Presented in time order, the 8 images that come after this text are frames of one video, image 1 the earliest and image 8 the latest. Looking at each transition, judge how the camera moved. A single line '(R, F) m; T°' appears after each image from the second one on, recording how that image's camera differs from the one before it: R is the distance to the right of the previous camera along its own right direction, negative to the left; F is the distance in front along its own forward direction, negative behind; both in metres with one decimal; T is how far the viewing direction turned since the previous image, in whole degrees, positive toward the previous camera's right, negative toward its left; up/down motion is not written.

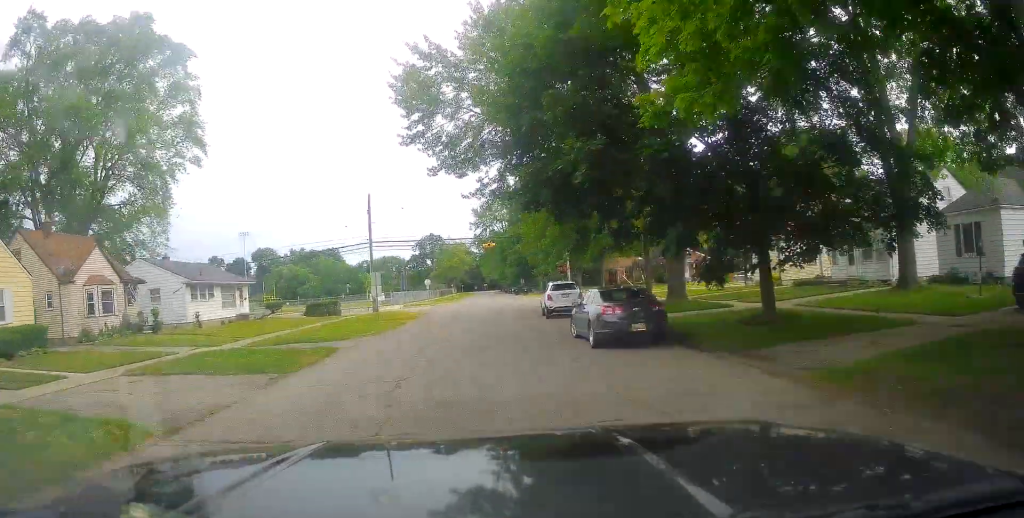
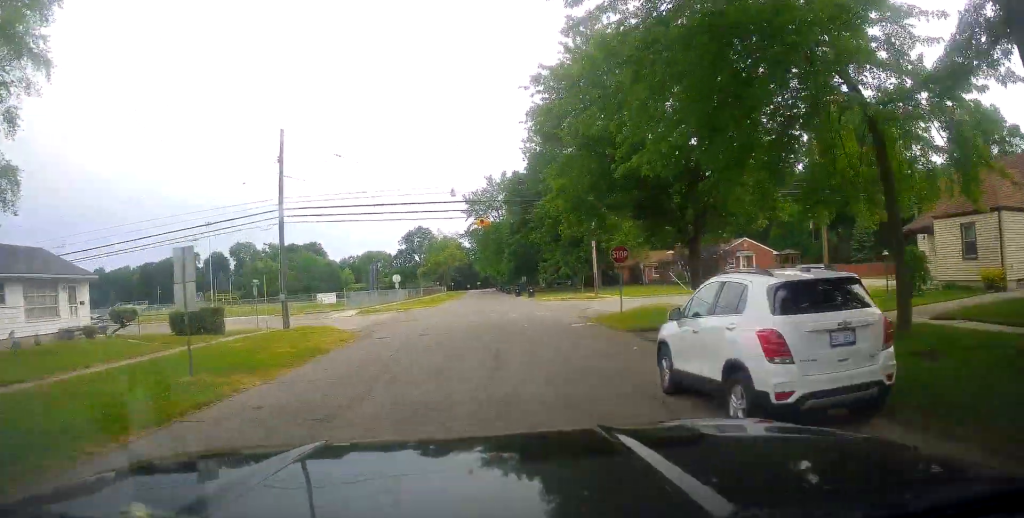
(+0.5, +22.2) m; +2°
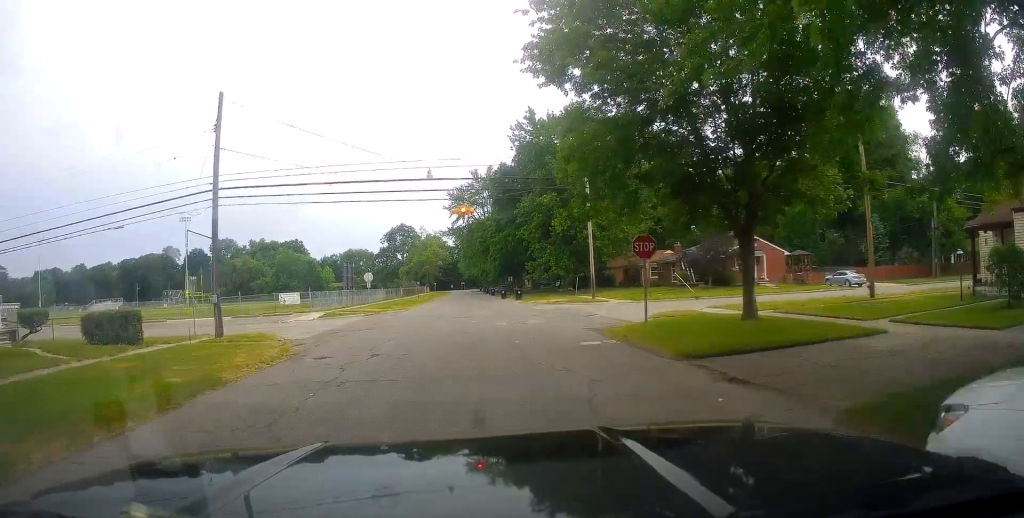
(0.0, +6.4) m; 0°
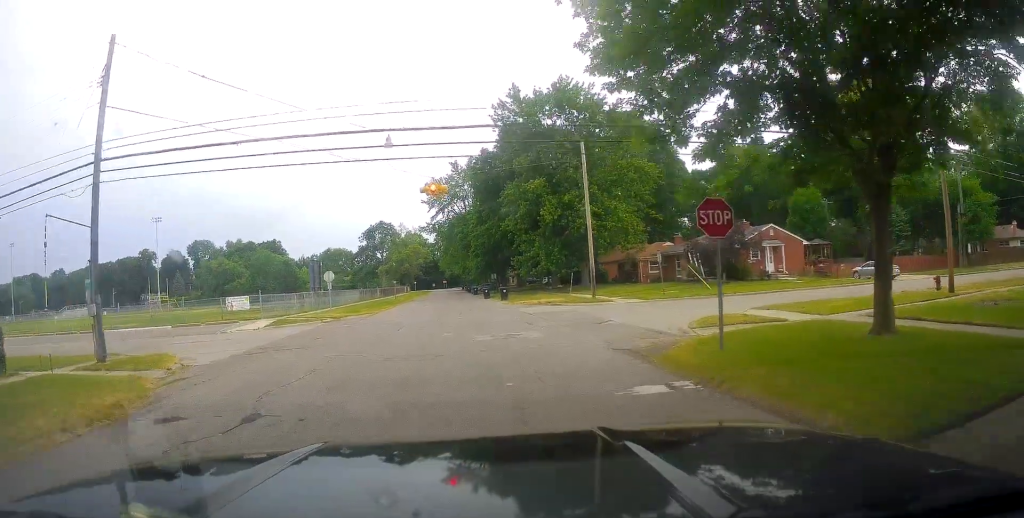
(0.0, +7.9) m; 0°
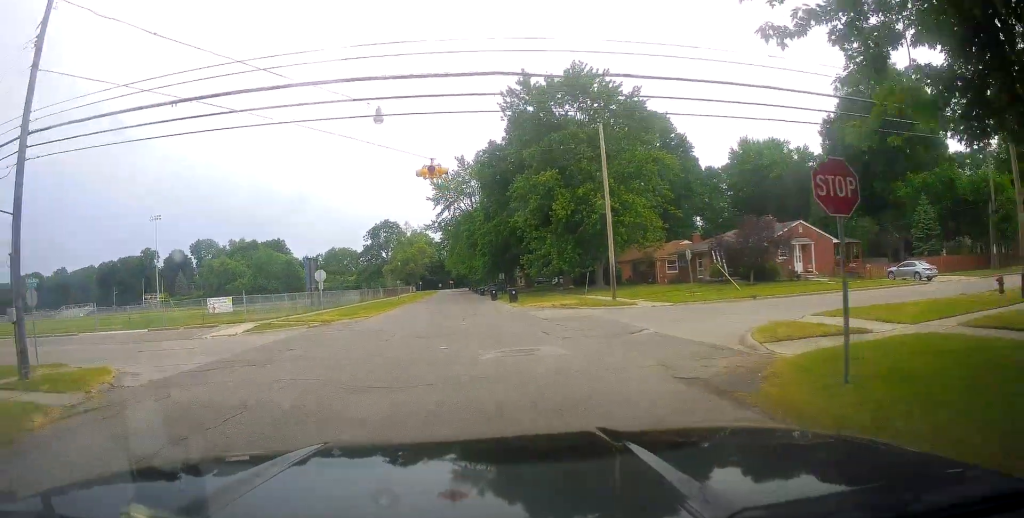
(0.0, +4.5) m; 0°
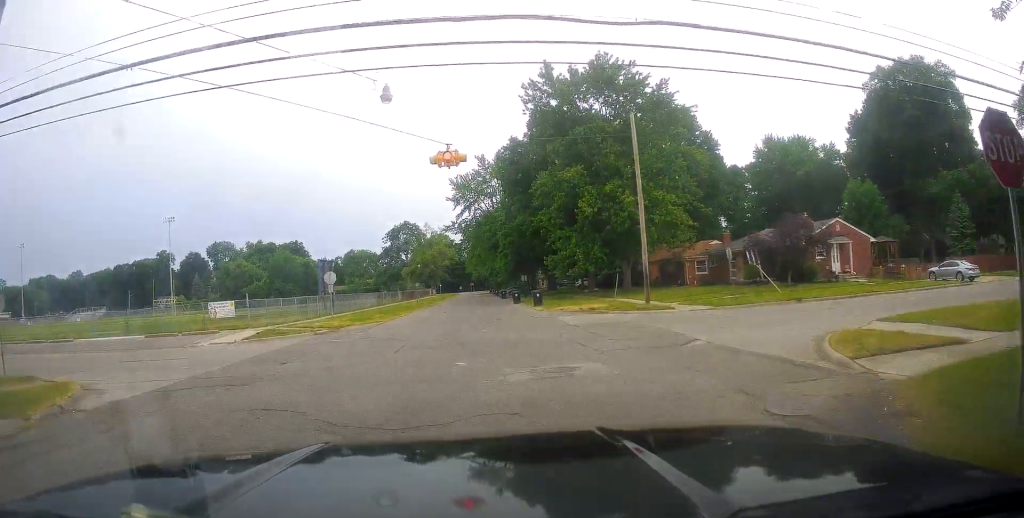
(0.0, +3.0) m; -1°
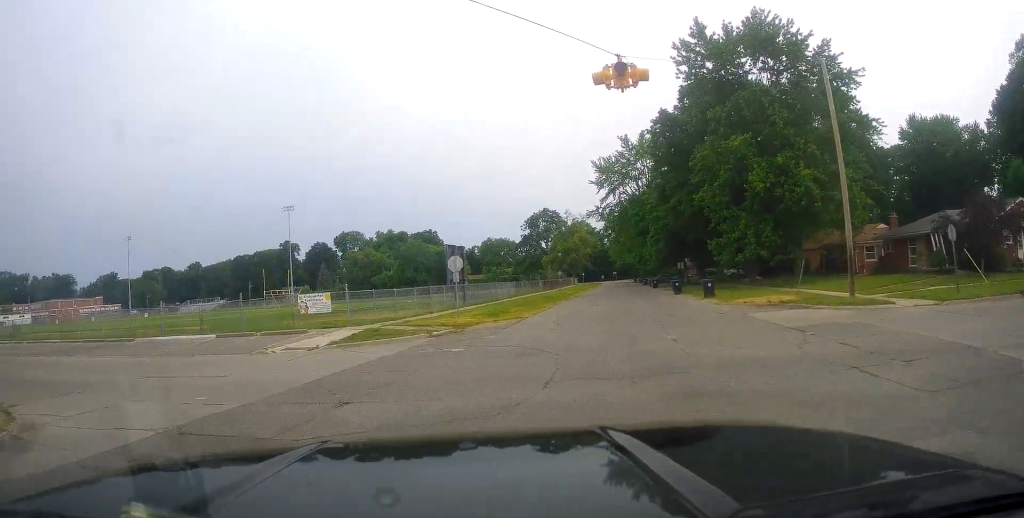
(-0.3, +8.4) m; -9°
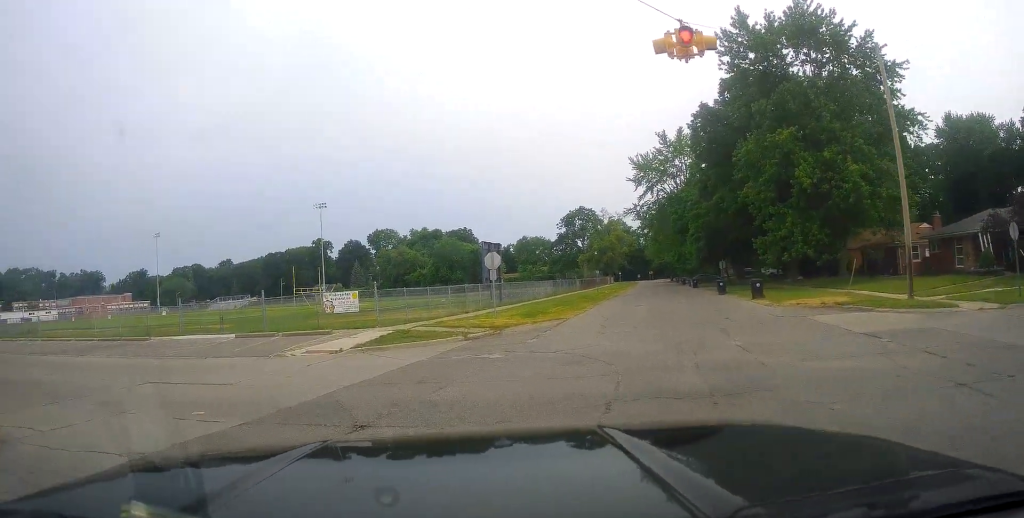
(-0.1, +2.0) m; -8°
